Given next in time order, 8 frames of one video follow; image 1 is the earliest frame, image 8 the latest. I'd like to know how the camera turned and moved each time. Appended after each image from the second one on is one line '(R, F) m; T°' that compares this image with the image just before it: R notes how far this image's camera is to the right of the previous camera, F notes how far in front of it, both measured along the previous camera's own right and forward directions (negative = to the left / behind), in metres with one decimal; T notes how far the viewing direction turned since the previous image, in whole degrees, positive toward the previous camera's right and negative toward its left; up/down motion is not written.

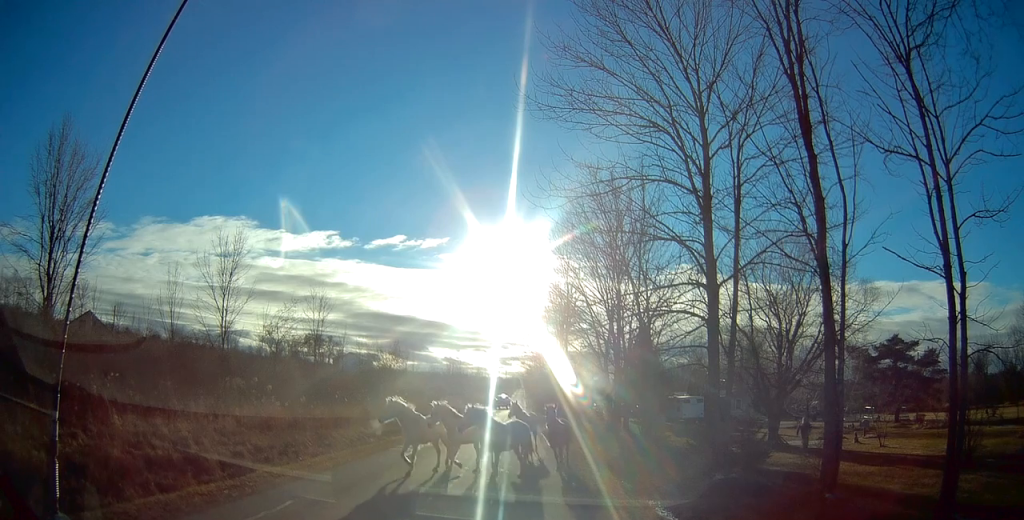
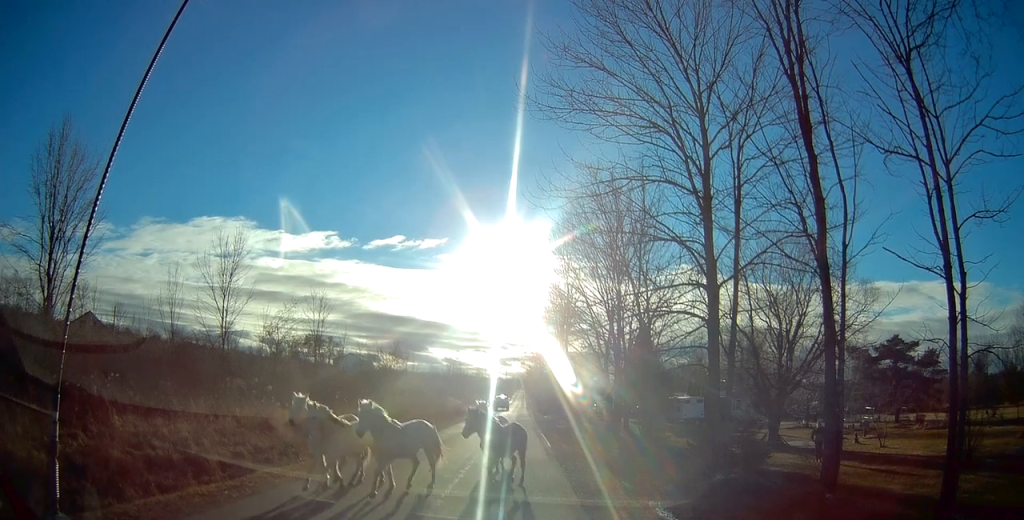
(0.0, 0.0) m; 0°
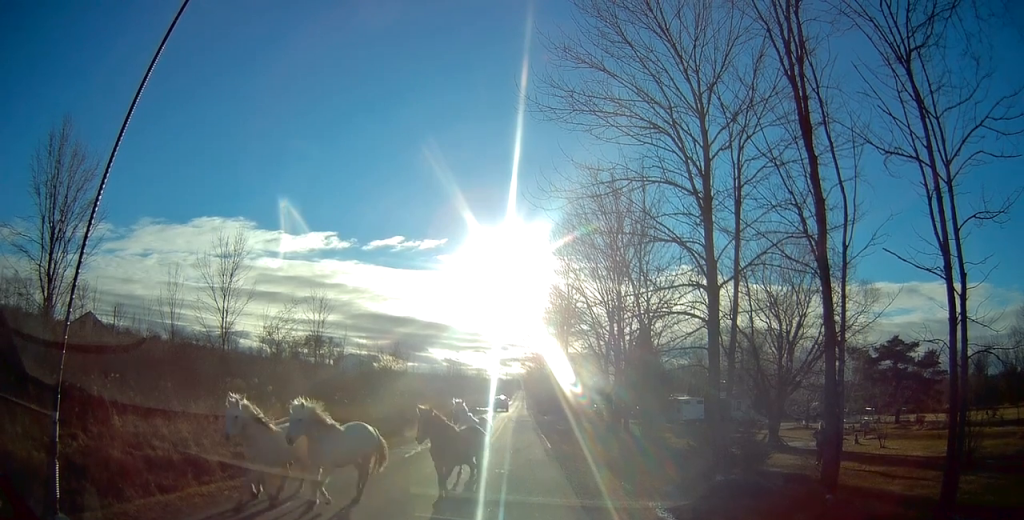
(0.0, 0.0) m; 0°
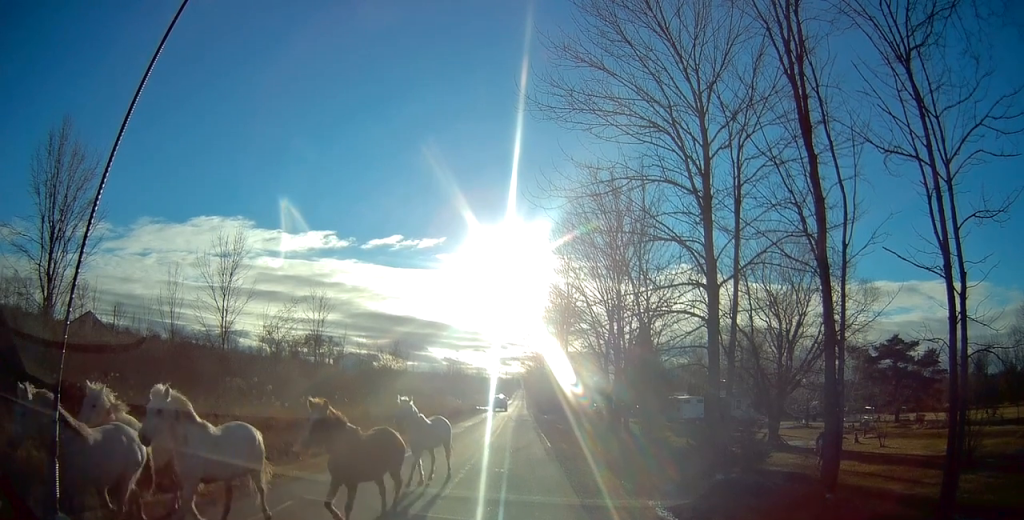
(0.0, 0.0) m; 0°
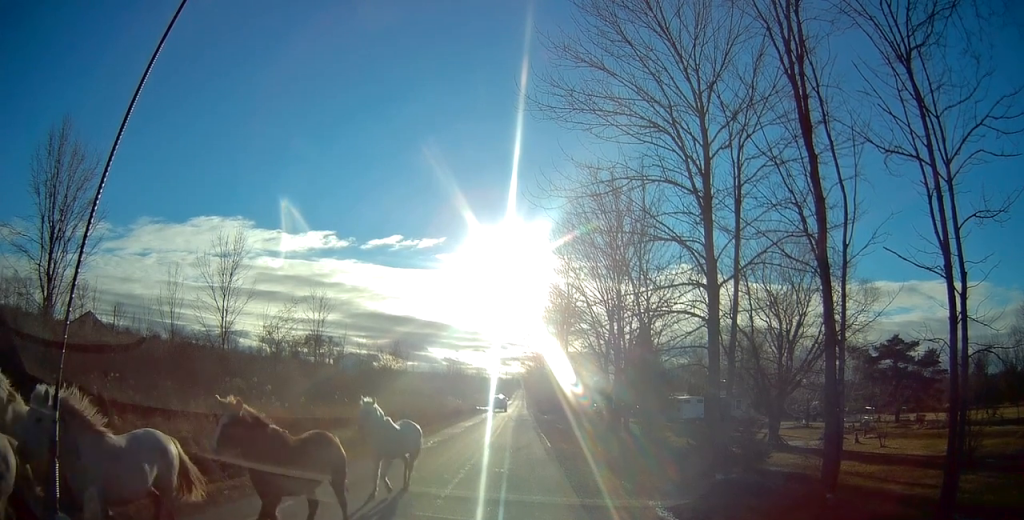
(0.0, 0.0) m; 0°
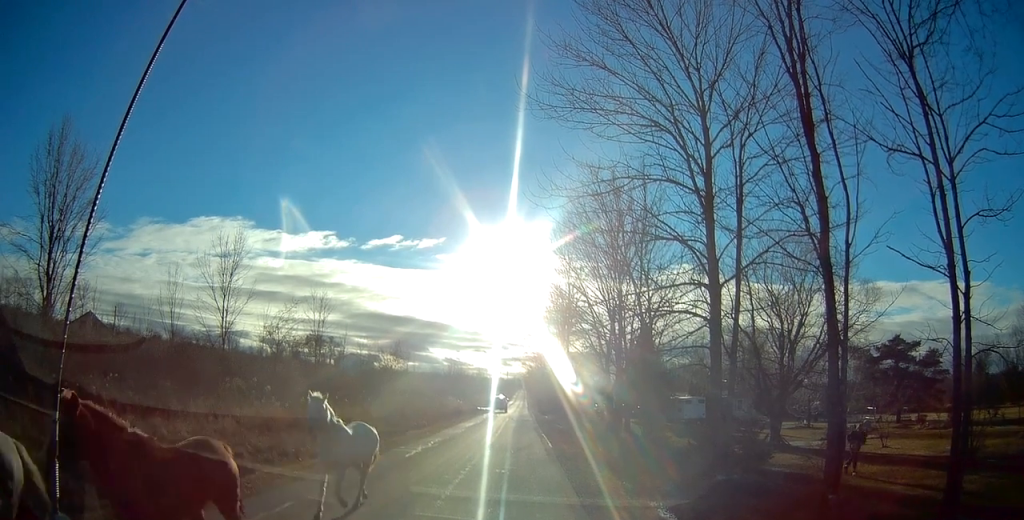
(0.0, 0.0) m; 0°
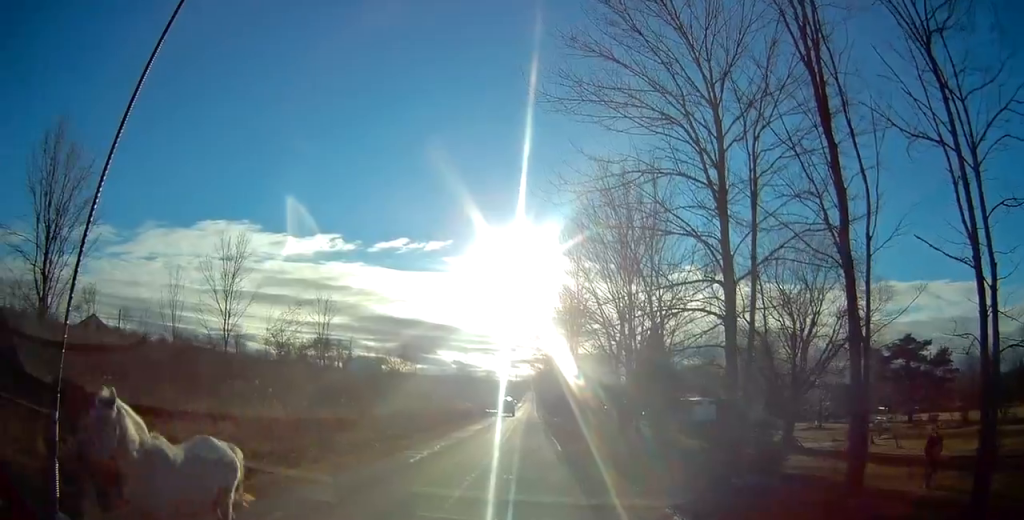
(-0.2, +0.3) m; 0°
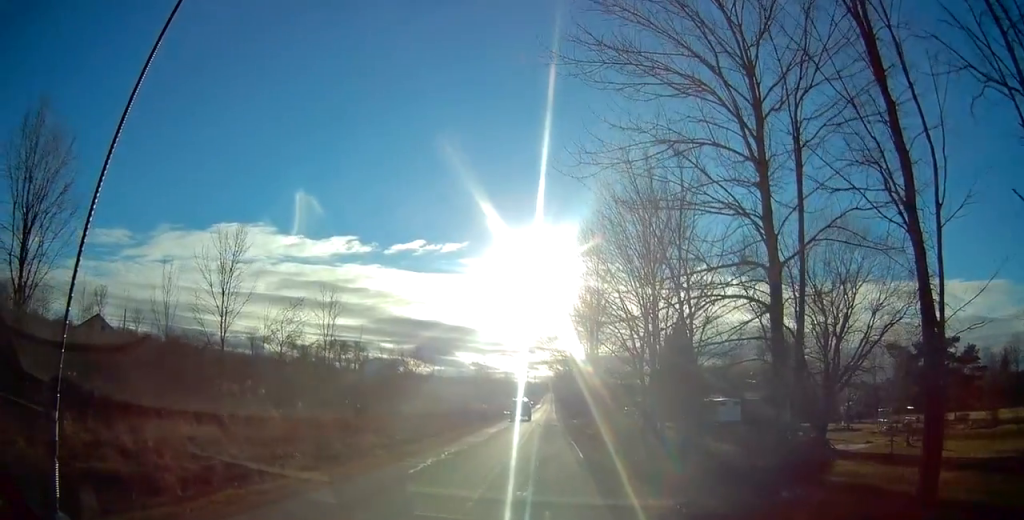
(-0.4, +1.5) m; 0°
